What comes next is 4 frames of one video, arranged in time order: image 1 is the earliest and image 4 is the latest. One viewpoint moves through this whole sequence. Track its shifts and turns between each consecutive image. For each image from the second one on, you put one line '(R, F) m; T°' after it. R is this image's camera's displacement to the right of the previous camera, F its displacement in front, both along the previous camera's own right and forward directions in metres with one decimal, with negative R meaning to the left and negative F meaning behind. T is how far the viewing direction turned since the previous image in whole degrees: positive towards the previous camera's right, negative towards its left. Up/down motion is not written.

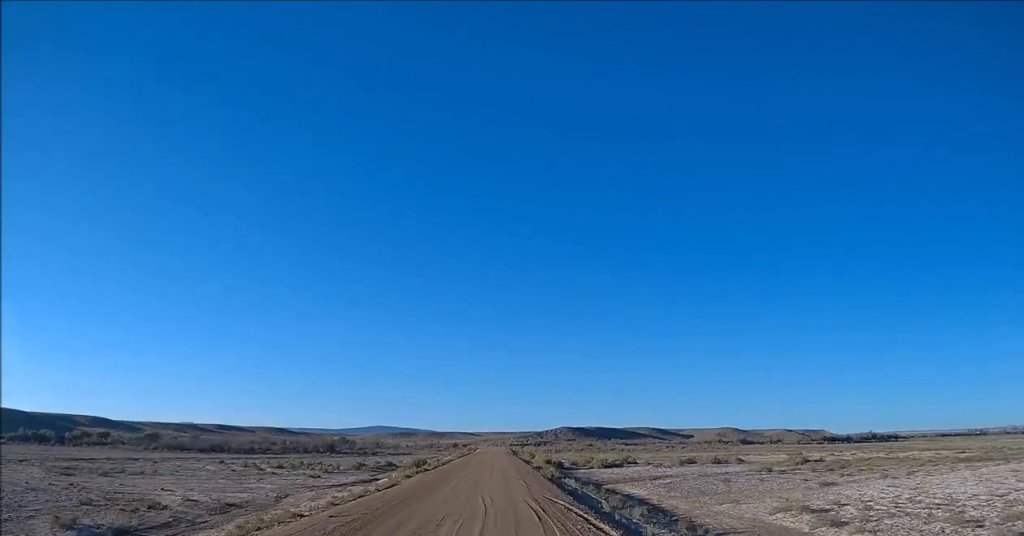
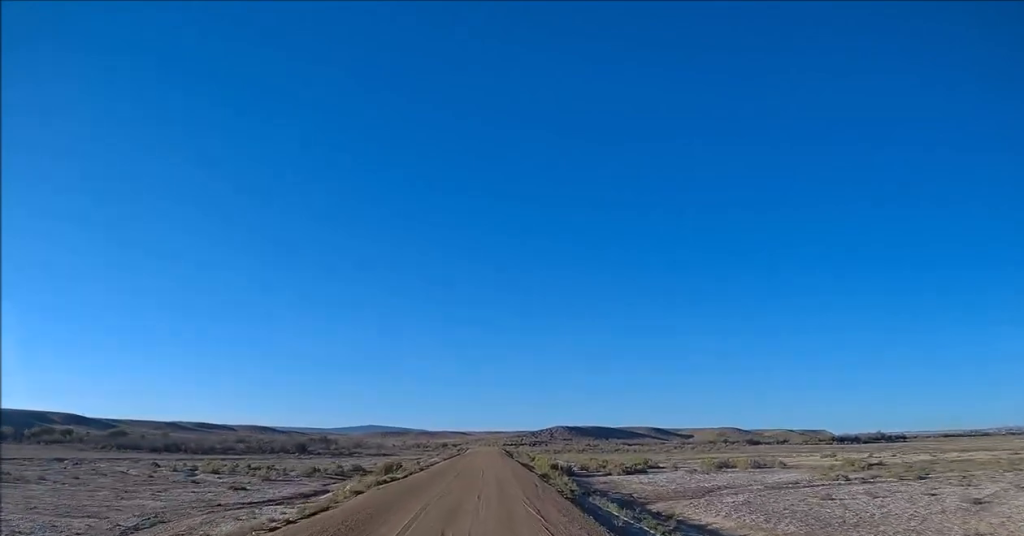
(0.0, +17.7) m; 0°
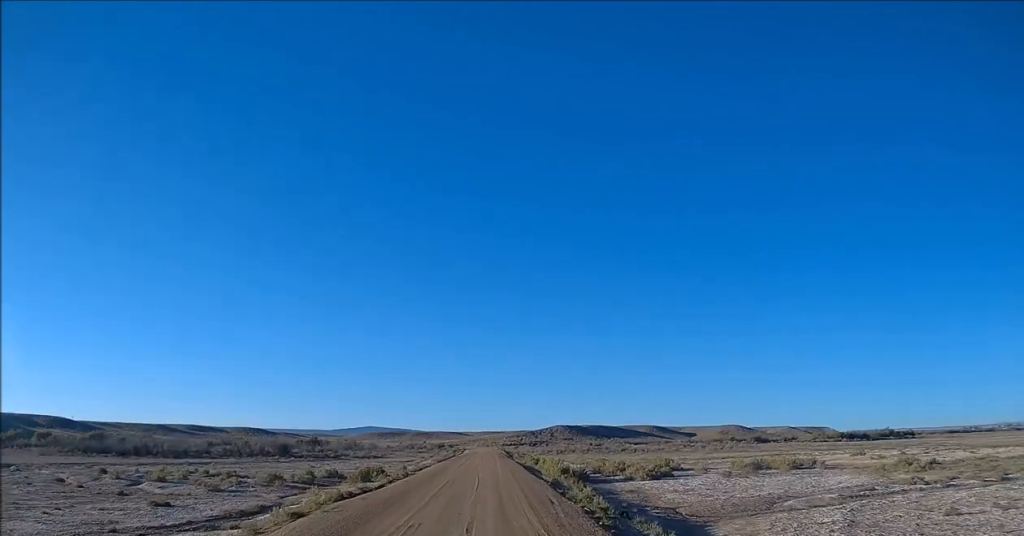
(0.0, +10.8) m; 0°
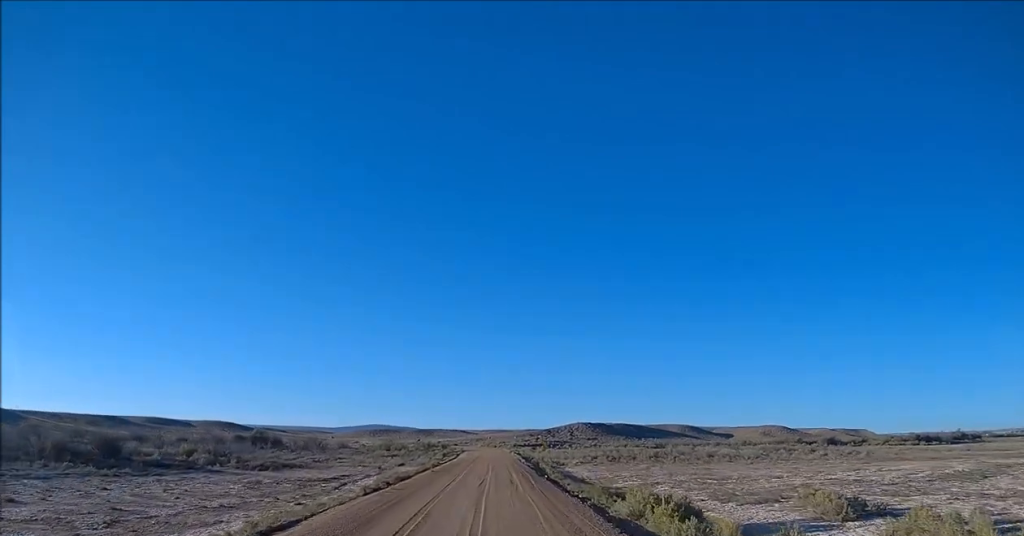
(+0.9, +57.8) m; +1°
